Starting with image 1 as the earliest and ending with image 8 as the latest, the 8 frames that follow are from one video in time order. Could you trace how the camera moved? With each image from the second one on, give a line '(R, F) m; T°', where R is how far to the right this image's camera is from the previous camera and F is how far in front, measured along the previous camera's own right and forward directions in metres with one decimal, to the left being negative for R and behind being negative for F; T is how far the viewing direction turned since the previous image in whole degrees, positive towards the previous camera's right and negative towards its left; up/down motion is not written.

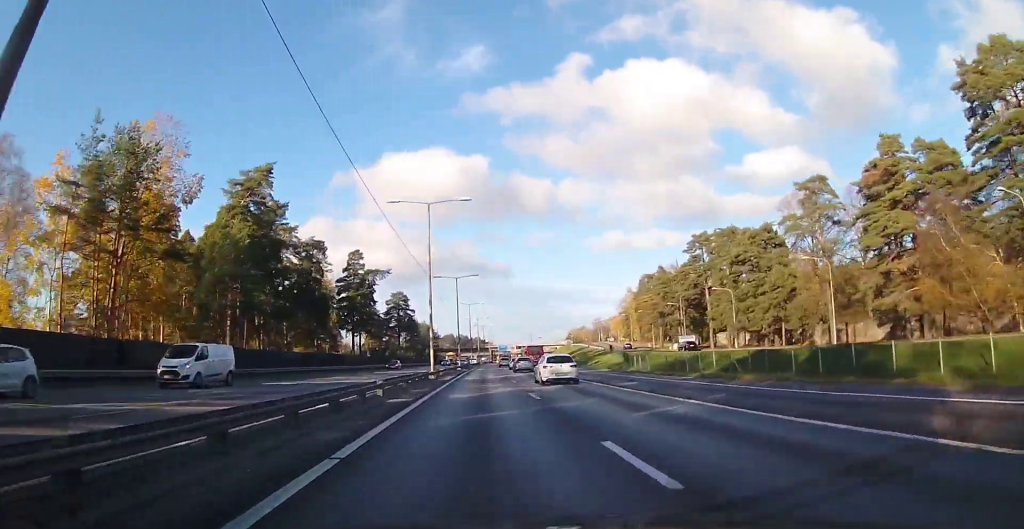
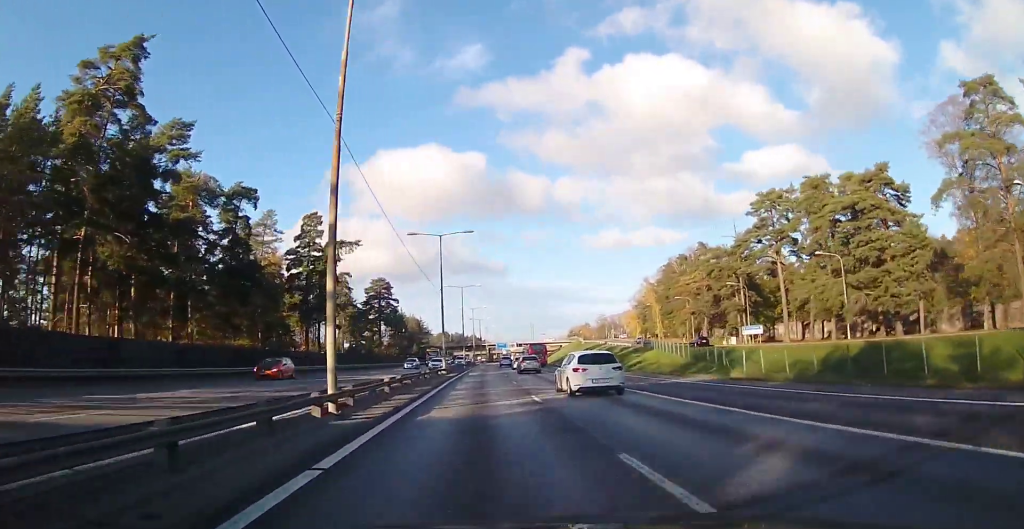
(+0.3, +25.3) m; 0°
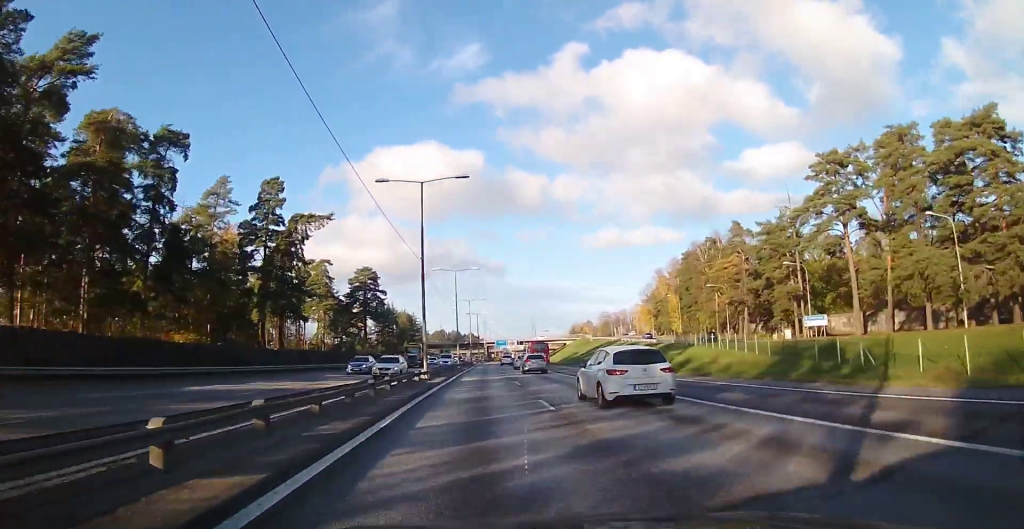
(-0.3, +15.1) m; 0°
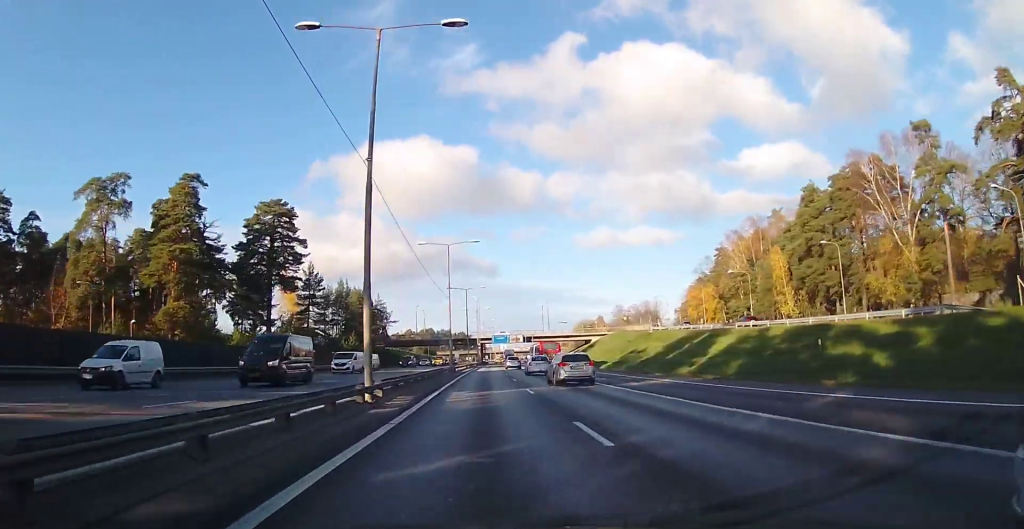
(+0.9, +53.7) m; +2°
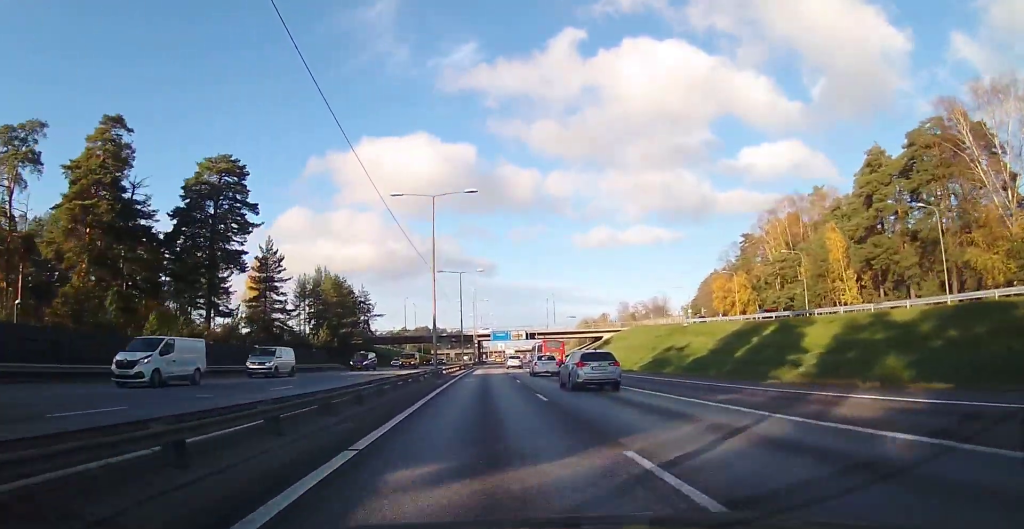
(+0.2, +15.8) m; 0°
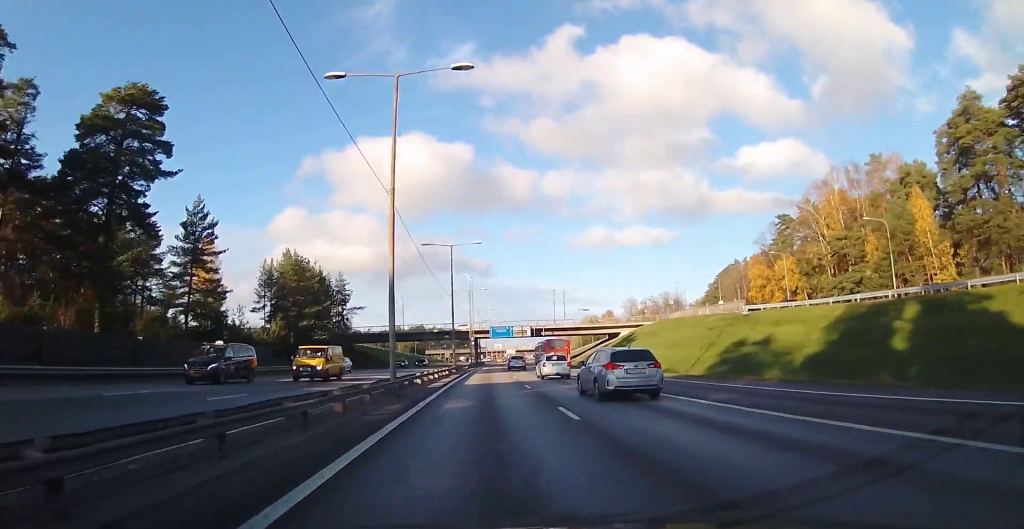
(-0.2, +17.2) m; 0°
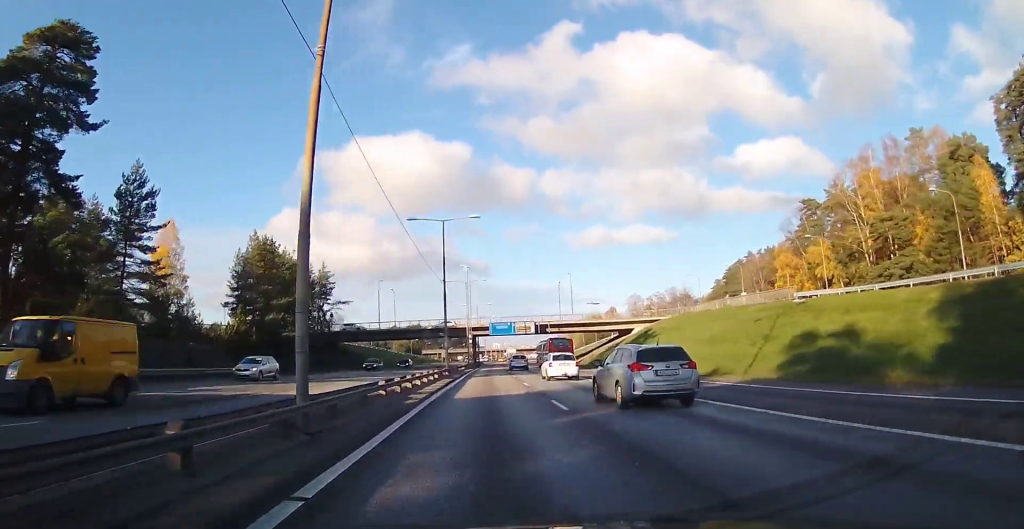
(0.0, +10.0) m; 0°
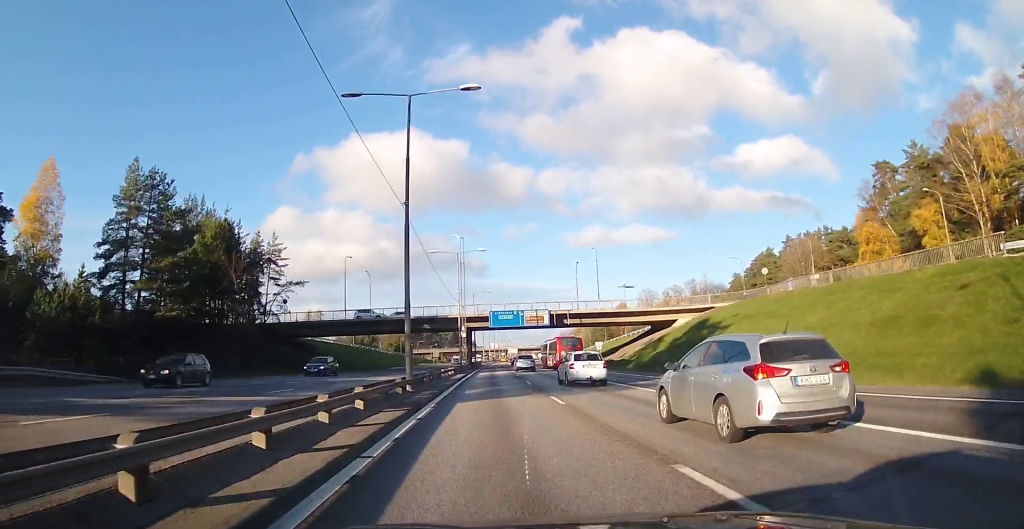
(+0.2, +22.2) m; +1°
